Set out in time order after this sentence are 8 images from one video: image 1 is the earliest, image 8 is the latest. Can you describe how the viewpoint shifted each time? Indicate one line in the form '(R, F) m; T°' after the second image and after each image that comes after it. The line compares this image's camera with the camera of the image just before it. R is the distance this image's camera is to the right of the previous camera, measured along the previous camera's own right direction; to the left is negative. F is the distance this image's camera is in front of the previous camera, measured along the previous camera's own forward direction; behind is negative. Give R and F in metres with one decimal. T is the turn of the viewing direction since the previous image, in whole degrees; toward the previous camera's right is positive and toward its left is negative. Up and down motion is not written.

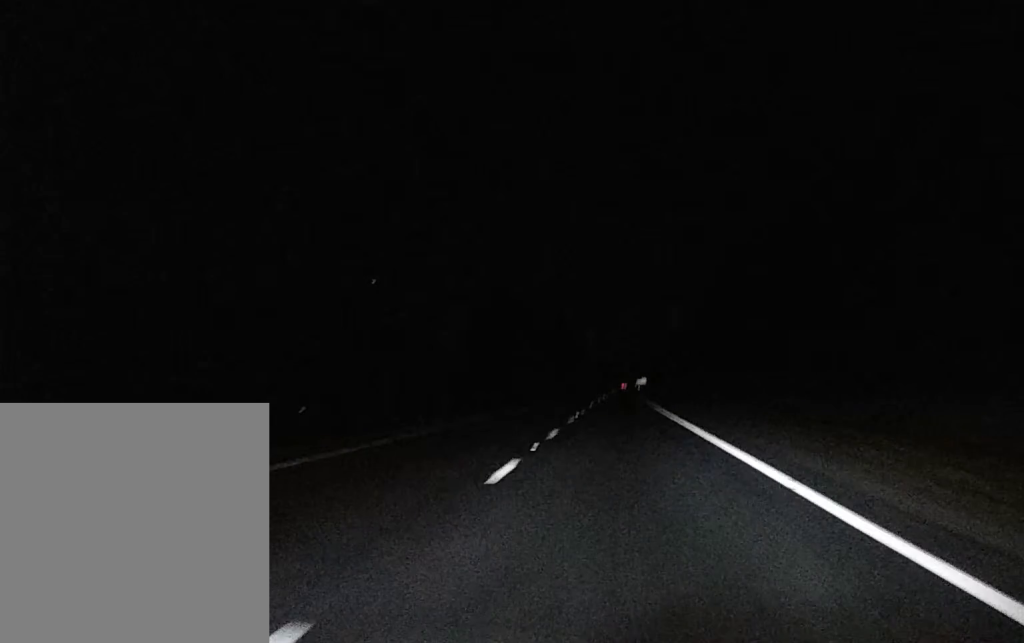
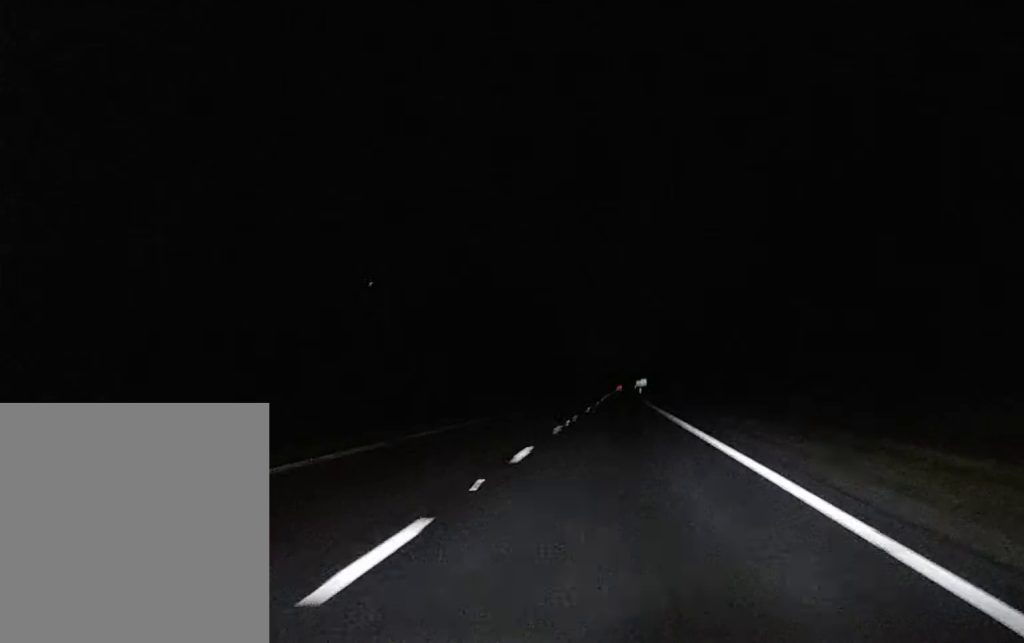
(+0.1, +87.9) m; 0°
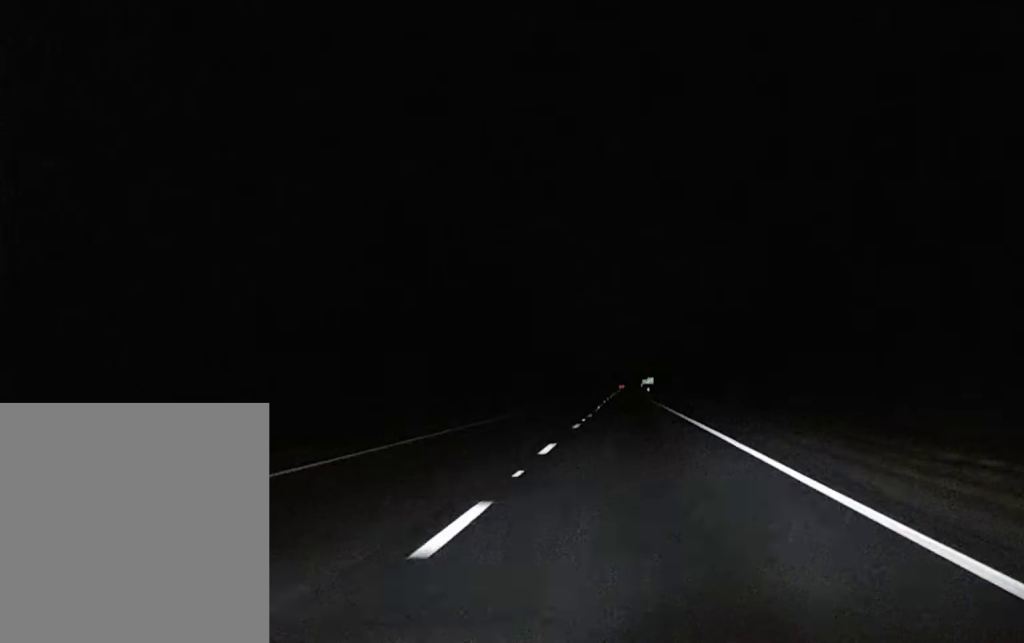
(-0.1, +51.0) m; 0°
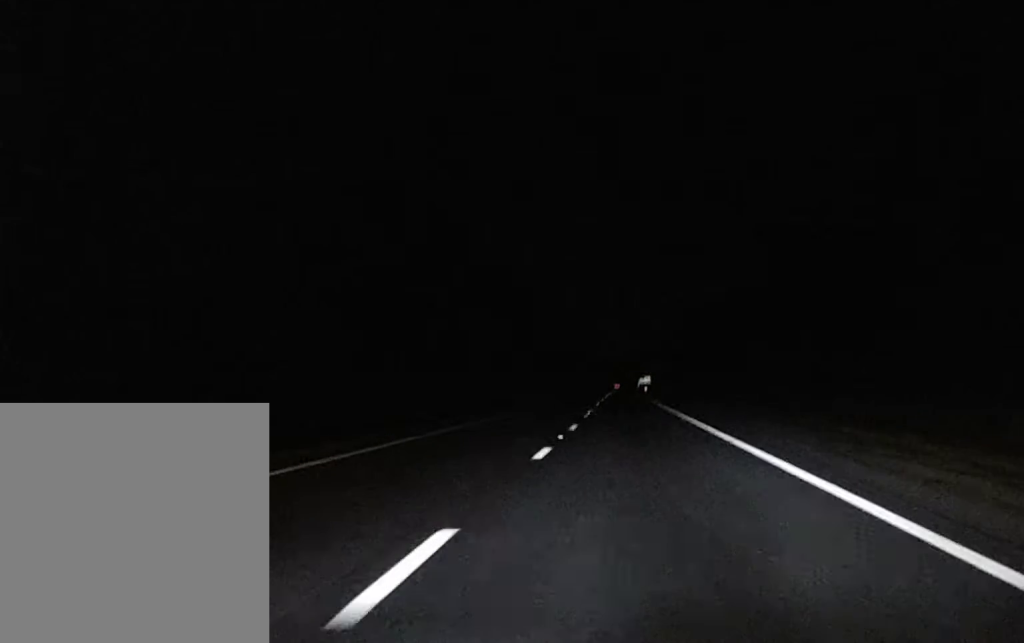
(0.0, +14.5) m; 0°
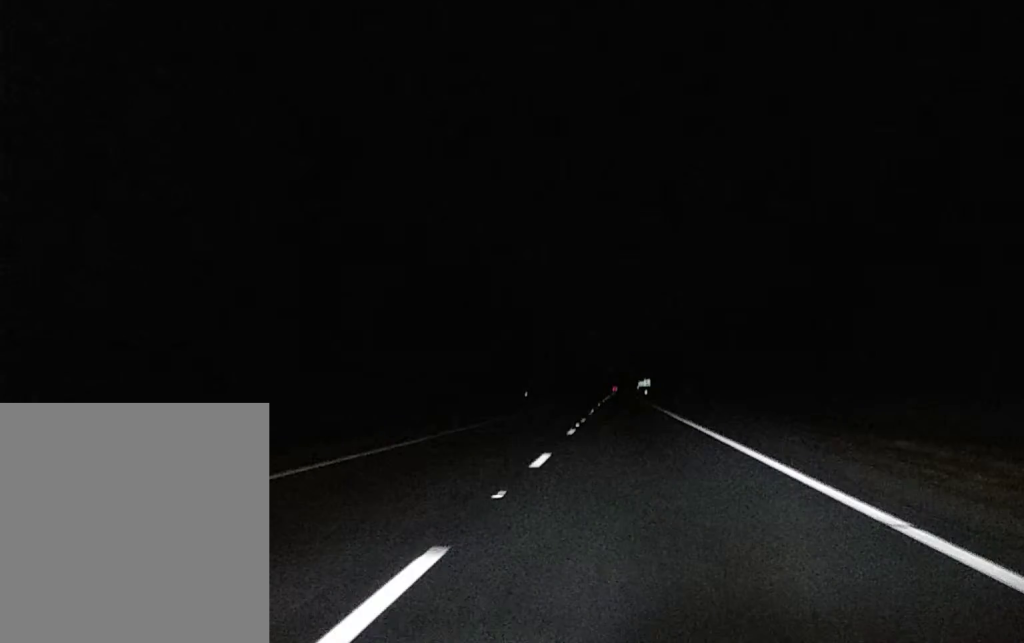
(0.0, +13.4) m; 0°
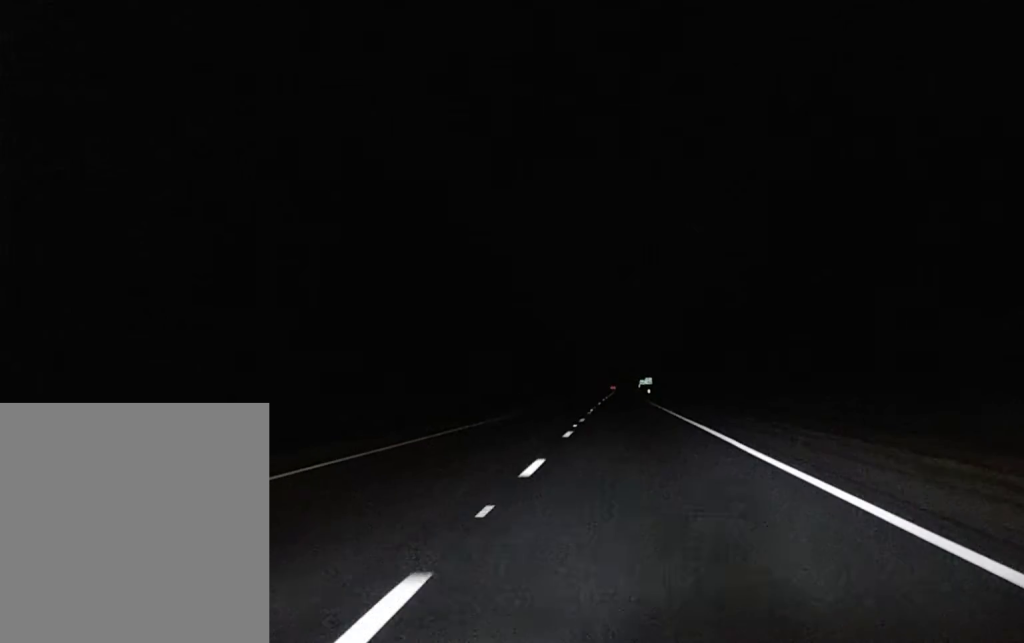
(+0.1, +23.1) m; 0°
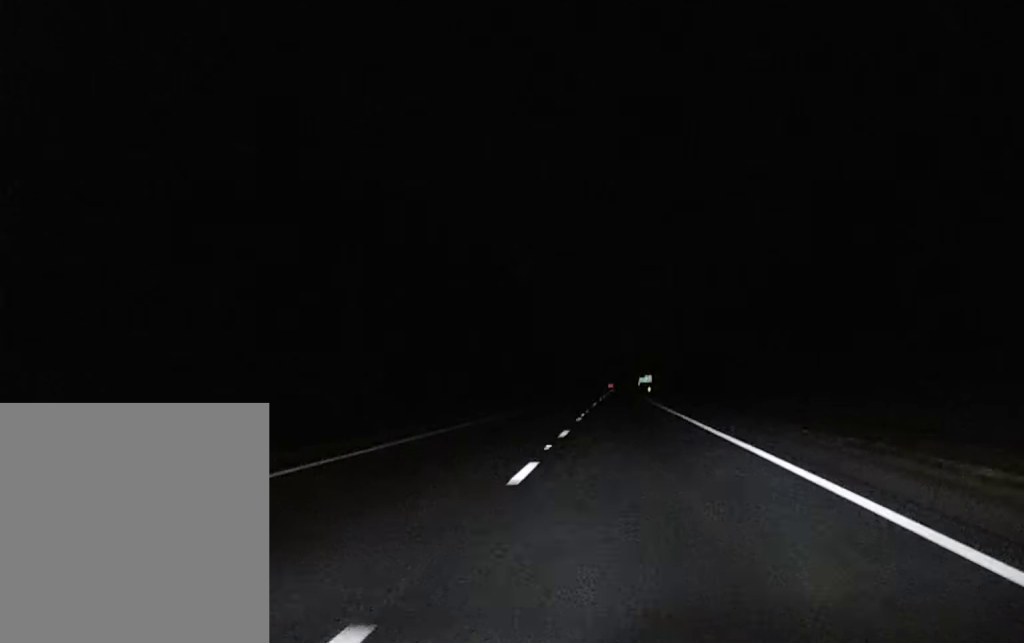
(0.0, +11.6) m; 0°
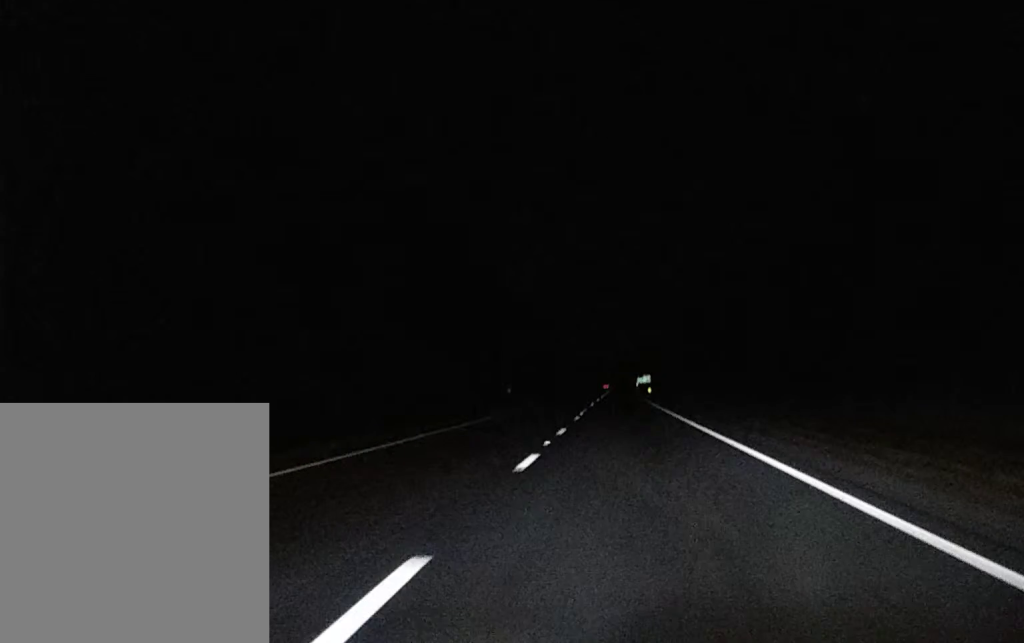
(0.0, +18.6) m; 0°
